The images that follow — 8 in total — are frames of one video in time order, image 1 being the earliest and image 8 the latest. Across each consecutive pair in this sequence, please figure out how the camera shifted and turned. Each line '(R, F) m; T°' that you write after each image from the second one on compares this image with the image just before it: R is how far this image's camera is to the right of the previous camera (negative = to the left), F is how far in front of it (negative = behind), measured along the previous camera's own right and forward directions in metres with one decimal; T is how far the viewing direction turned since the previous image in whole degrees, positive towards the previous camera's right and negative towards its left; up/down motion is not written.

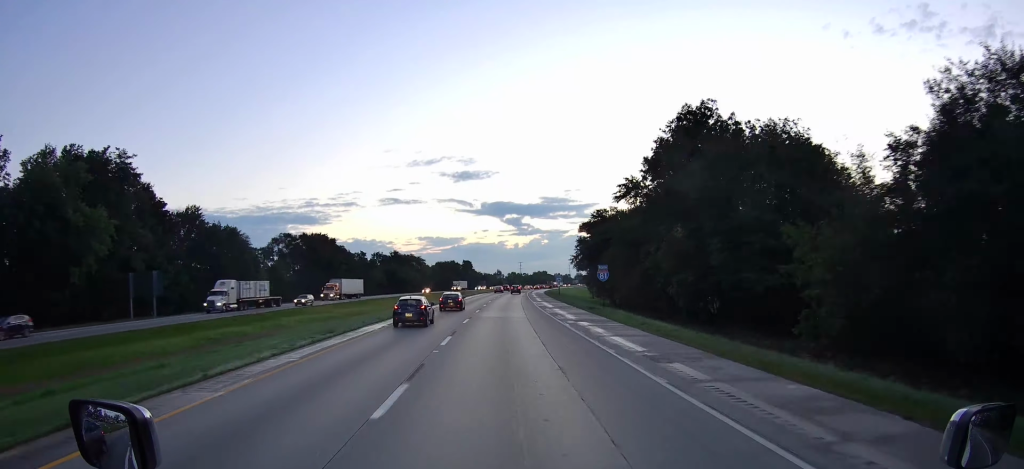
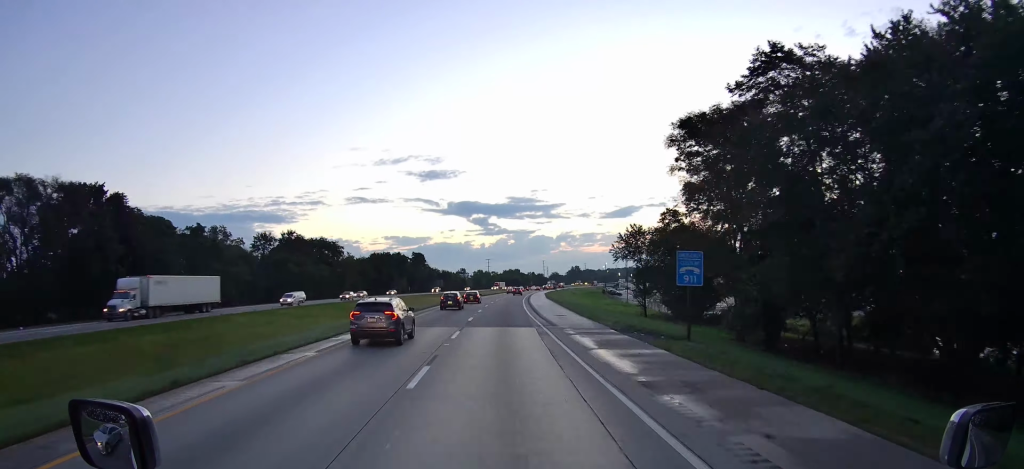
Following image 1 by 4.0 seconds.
(+2.3, +94.9) m; +3°
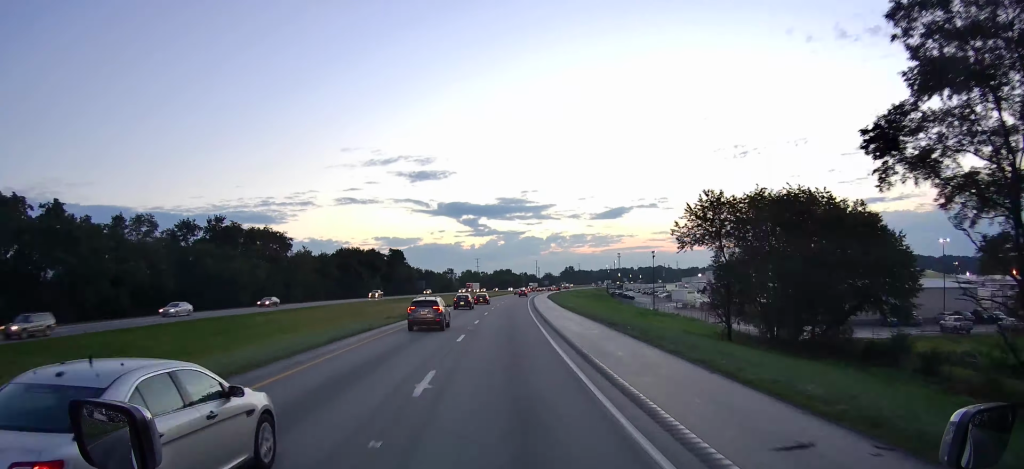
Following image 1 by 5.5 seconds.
(+0.4, +36.2) m; +1°
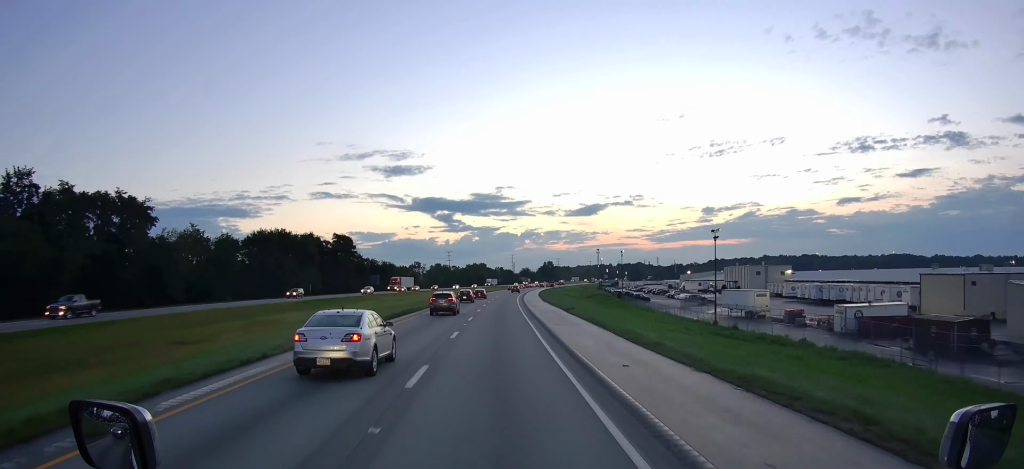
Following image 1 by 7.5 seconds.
(+0.5, +48.7) m; +2°
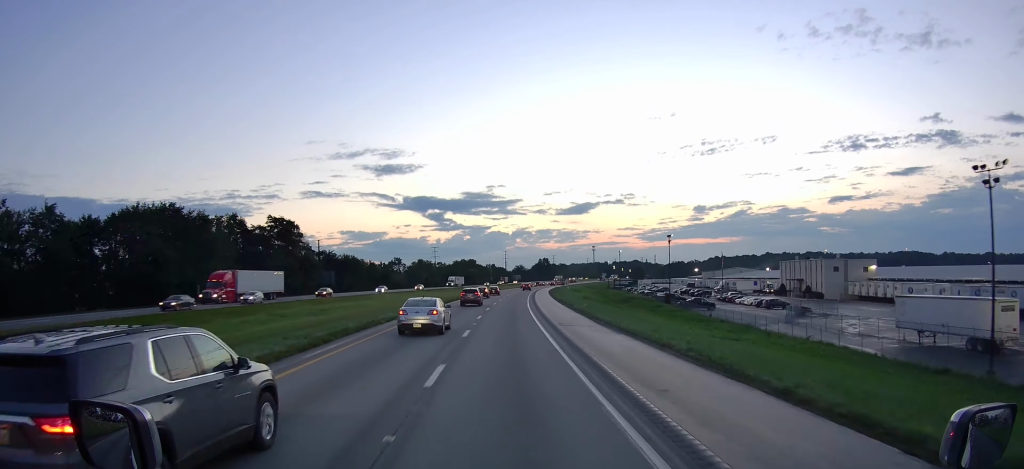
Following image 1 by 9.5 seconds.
(+1.0, +49.4) m; +2°
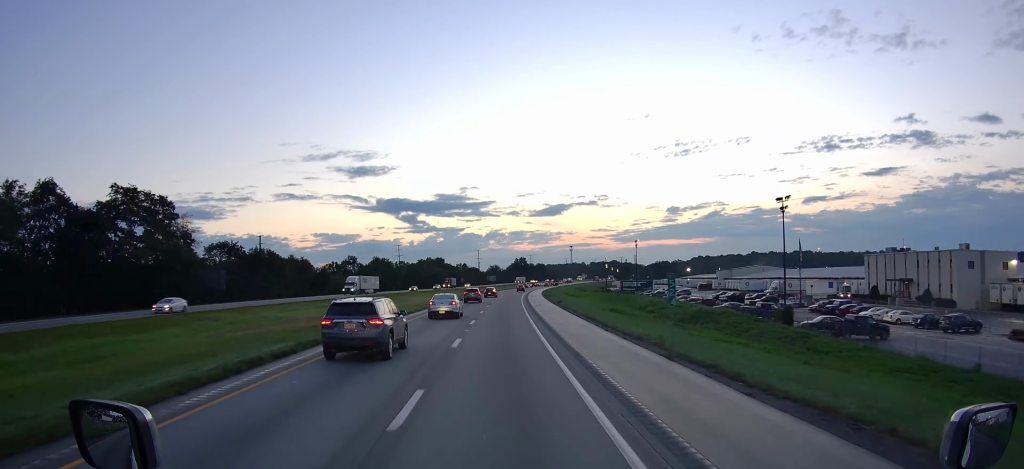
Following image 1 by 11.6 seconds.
(+0.8, +52.2) m; +2°
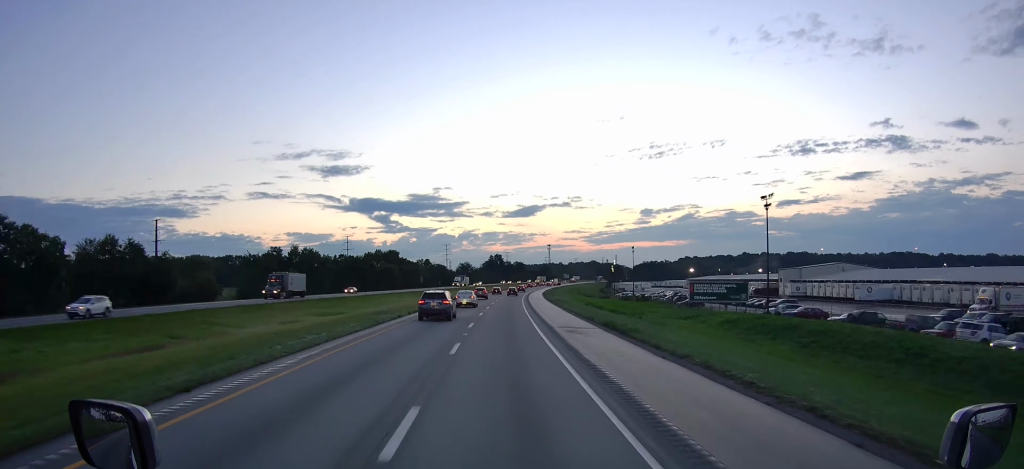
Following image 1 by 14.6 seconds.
(+1.6, +75.3) m; +2°
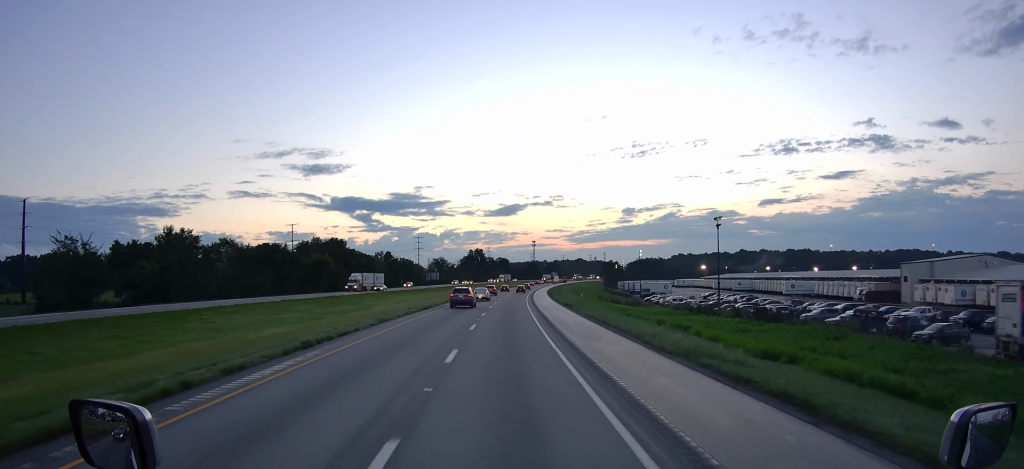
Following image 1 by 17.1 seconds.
(+0.8, +63.1) m; +2°
